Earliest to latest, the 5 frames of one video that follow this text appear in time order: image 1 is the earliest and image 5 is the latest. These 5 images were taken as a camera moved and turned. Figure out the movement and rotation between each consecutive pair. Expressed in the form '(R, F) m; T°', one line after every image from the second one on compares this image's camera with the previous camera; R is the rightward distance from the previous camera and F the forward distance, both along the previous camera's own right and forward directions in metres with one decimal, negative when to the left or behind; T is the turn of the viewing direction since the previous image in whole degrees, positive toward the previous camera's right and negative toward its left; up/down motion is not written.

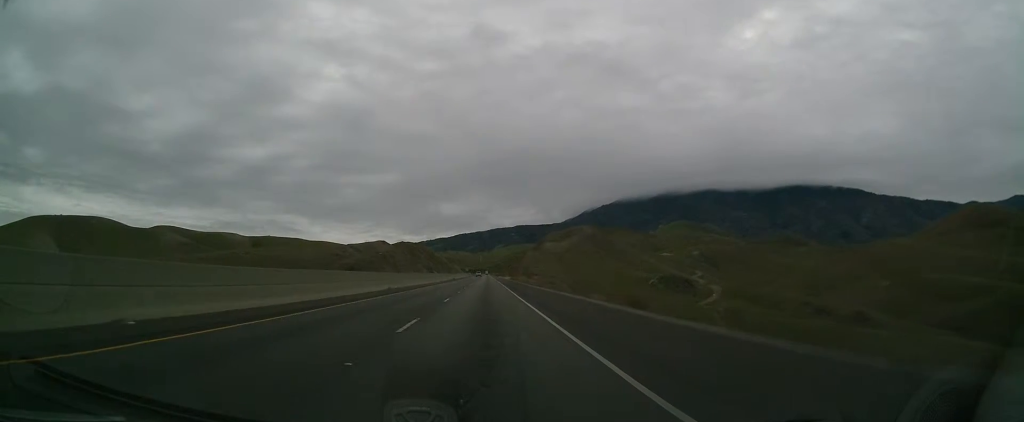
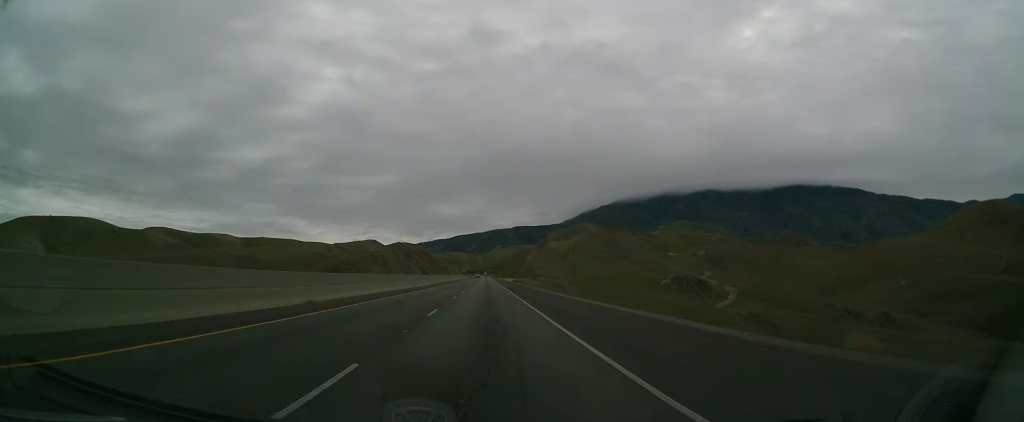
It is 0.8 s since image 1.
(-0.1, +20.6) m; 0°
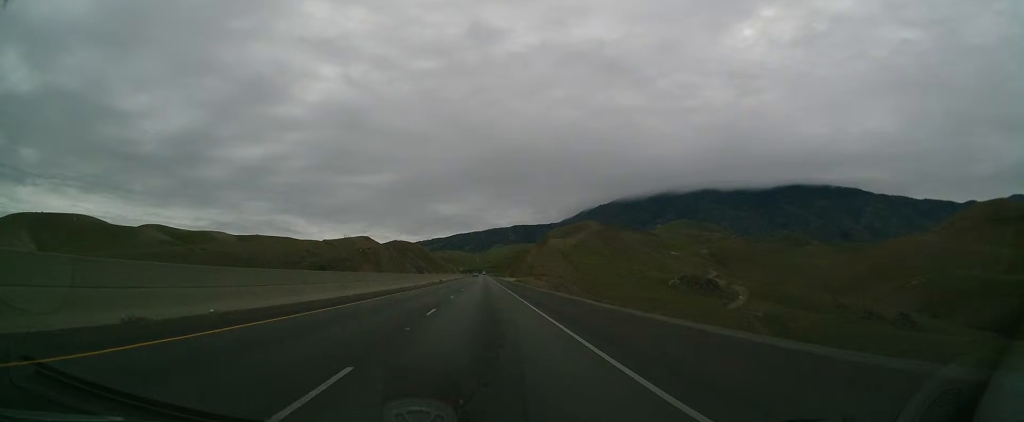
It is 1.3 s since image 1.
(0.0, +13.4) m; 0°
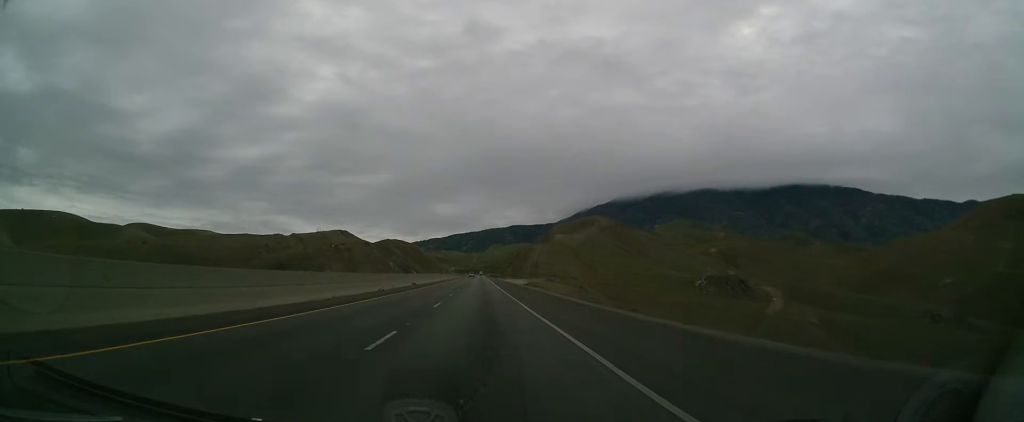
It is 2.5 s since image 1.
(0.0, +35.8) m; 0°
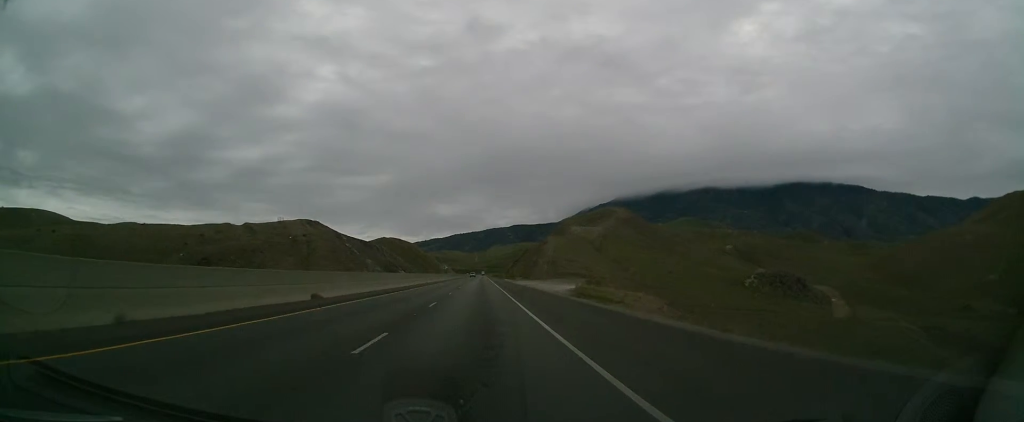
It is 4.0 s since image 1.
(+0.5, +47.3) m; +1°
